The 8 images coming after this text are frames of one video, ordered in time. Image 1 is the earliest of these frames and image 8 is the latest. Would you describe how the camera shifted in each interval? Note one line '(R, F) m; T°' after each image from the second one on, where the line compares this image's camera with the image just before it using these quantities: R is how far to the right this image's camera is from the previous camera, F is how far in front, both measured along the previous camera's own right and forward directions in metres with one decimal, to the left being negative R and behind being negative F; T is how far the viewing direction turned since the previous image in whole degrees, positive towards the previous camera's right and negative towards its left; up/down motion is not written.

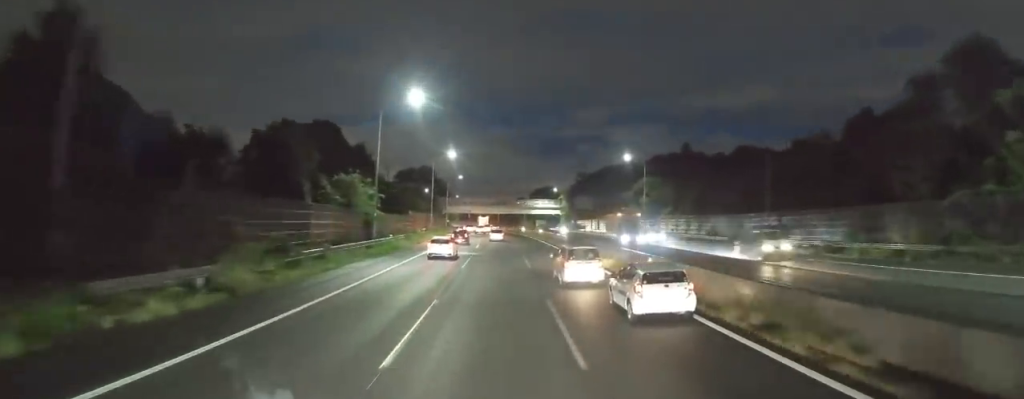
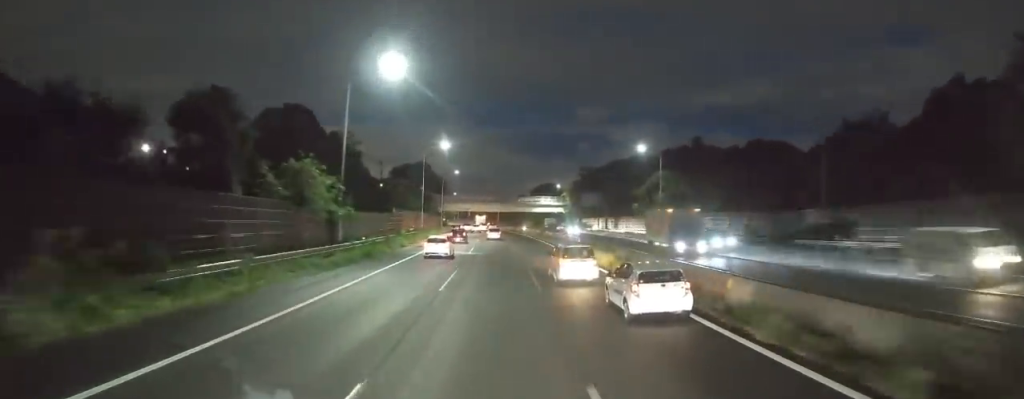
(0.0, +9.5) m; 0°
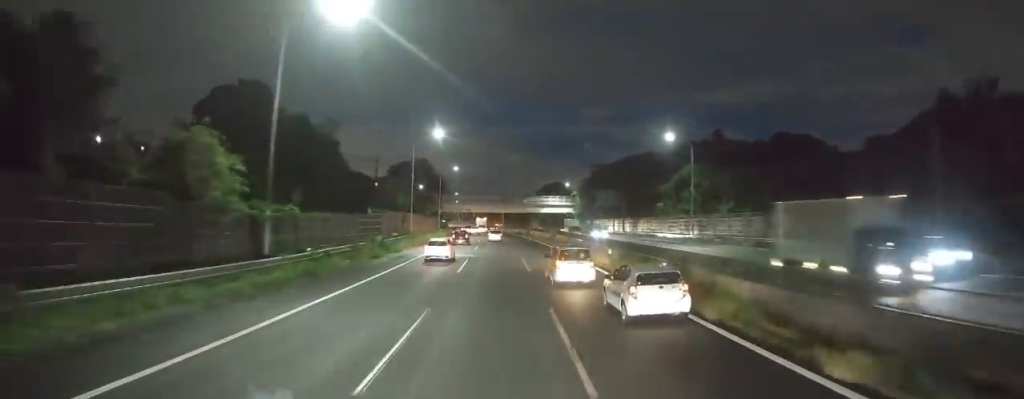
(0.0, +11.9) m; 0°
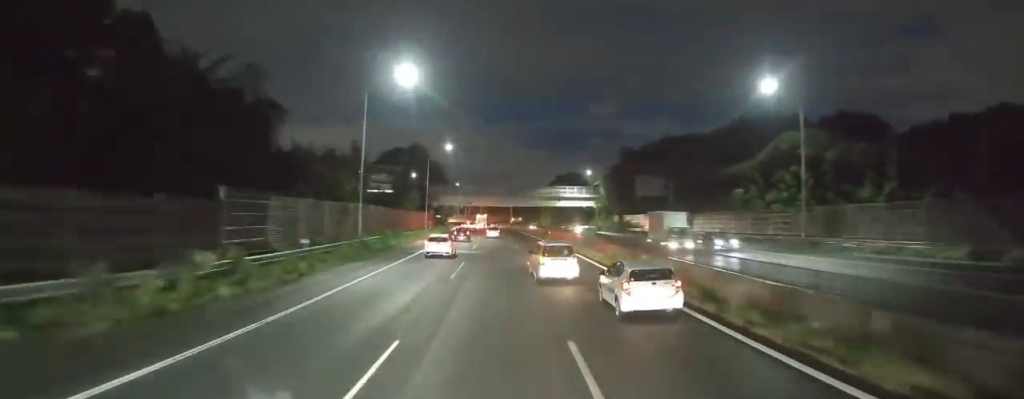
(-0.4, +24.7) m; -1°
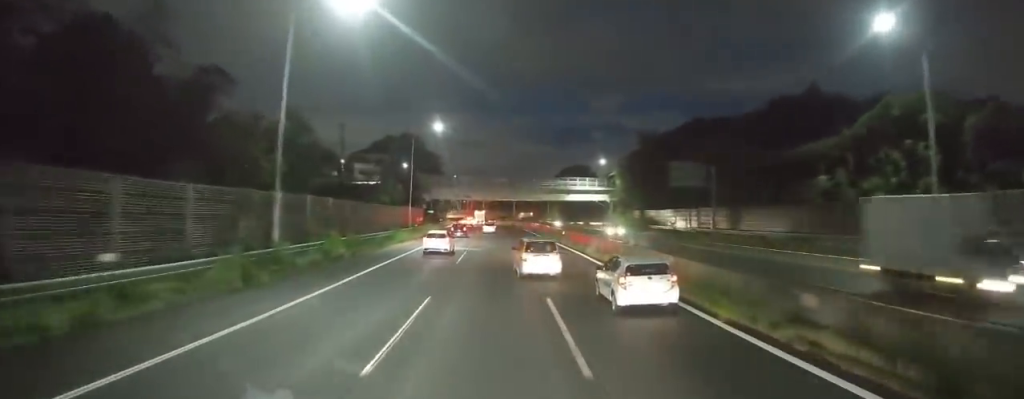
(-0.1, +14.5) m; 0°
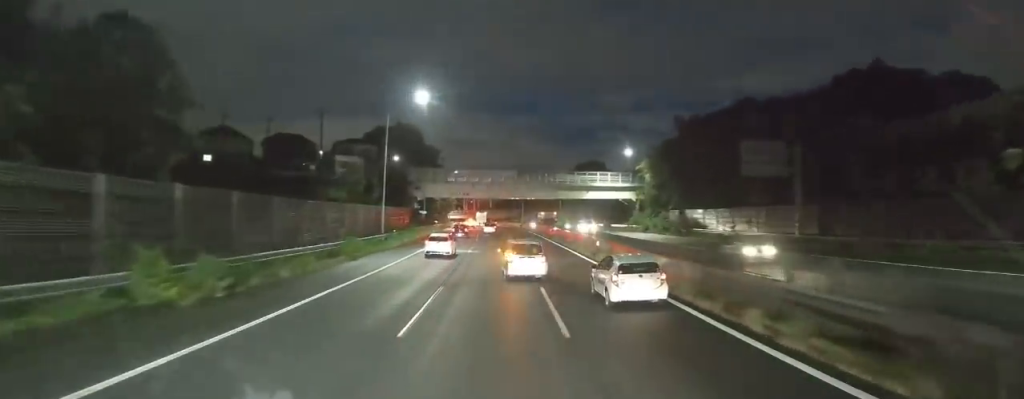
(+0.3, +16.7) m; -1°
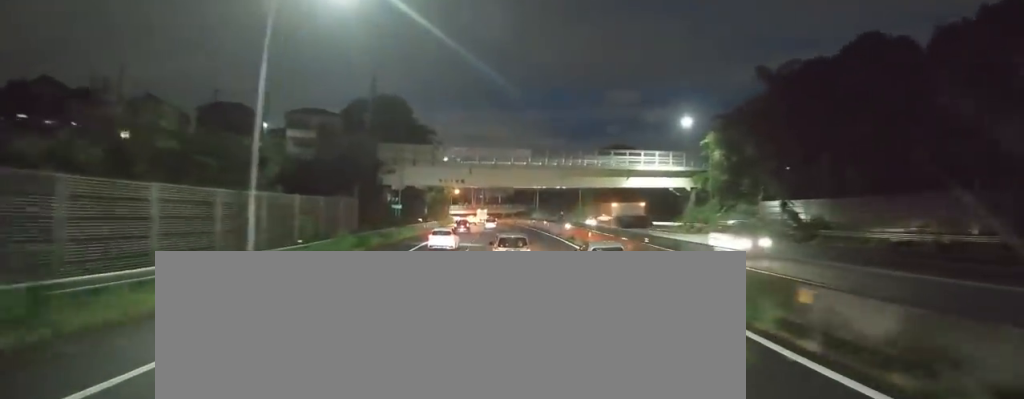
(-1.1, +25.3) m; -3°
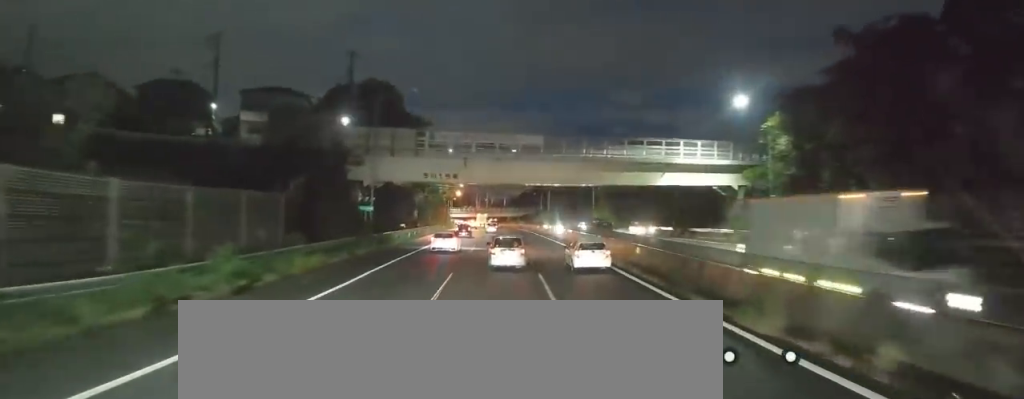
(-0.1, +14.0) m; 0°
